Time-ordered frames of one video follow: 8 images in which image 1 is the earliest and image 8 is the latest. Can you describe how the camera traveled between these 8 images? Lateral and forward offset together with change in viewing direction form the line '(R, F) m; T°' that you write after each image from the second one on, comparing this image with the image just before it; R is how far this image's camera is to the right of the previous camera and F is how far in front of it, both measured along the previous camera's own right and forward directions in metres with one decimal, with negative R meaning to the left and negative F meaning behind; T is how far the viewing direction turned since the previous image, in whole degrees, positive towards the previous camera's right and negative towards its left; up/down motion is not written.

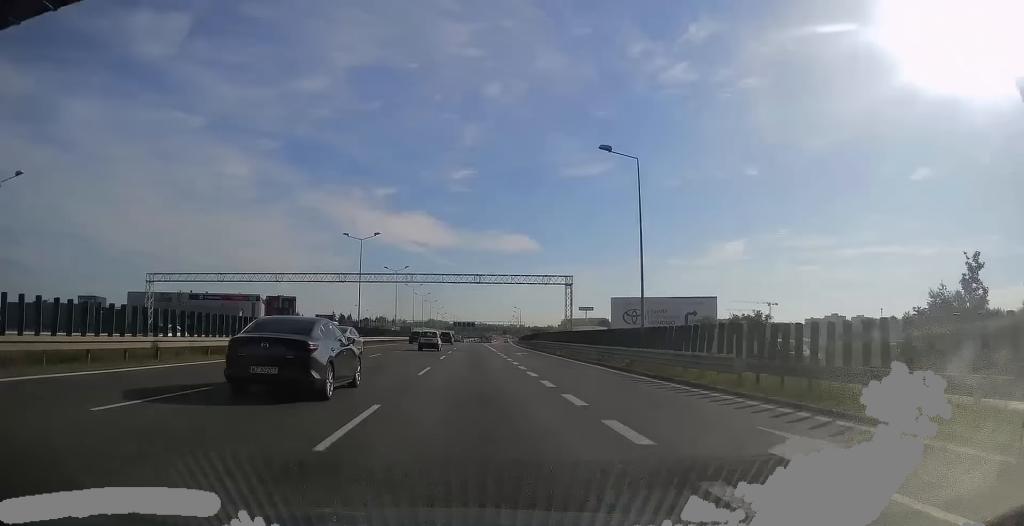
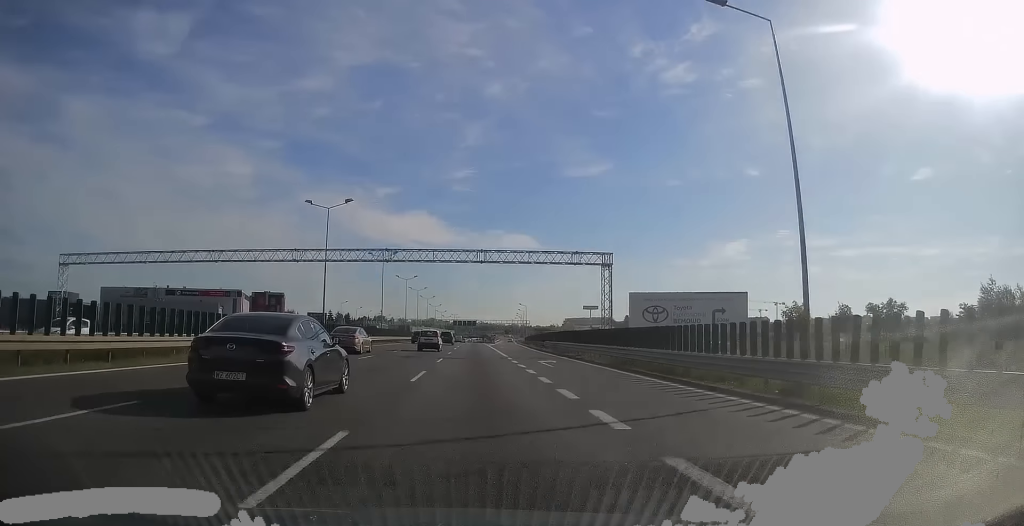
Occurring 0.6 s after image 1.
(0.0, +15.0) m; 0°
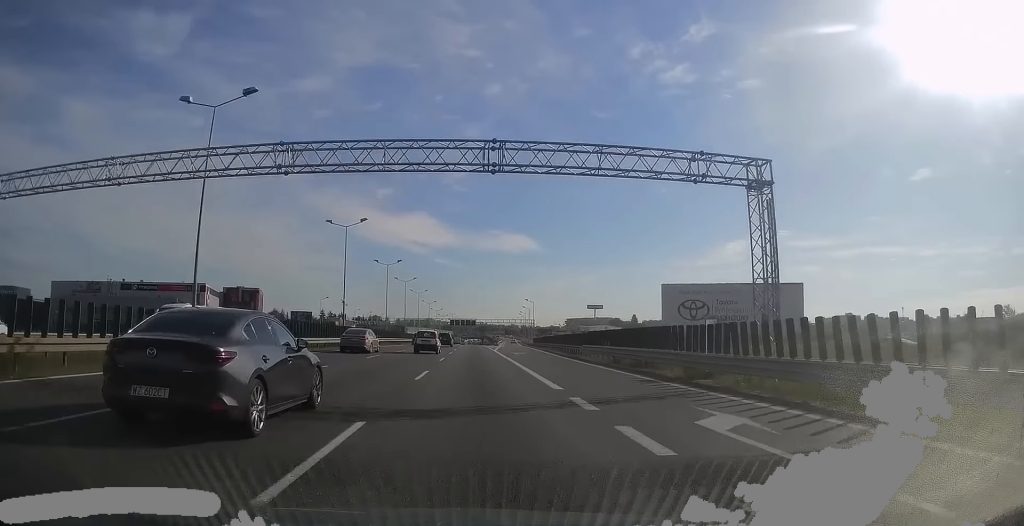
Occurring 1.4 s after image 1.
(0.0, +22.2) m; 0°
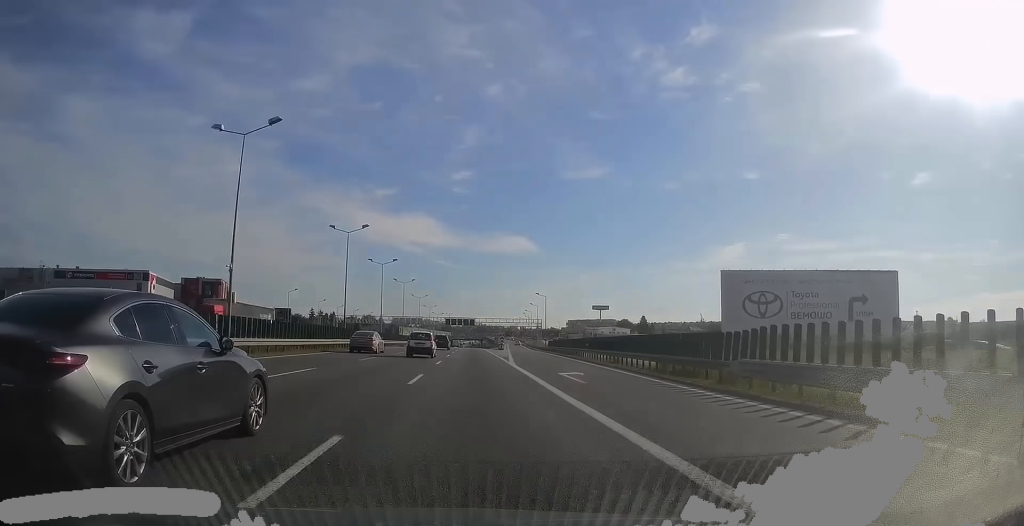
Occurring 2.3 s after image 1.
(+0.1, +24.8) m; 0°
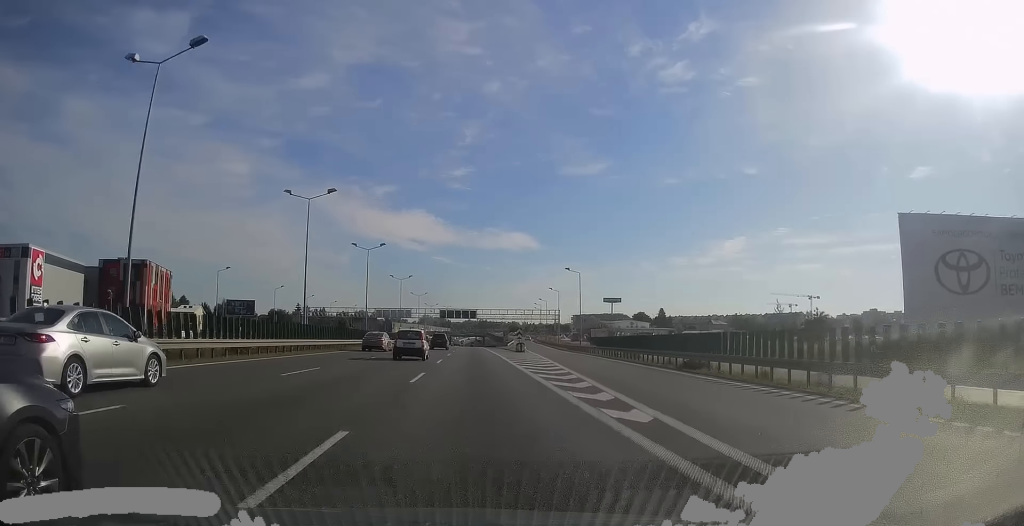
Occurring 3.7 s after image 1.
(+0.1, +36.1) m; 0°
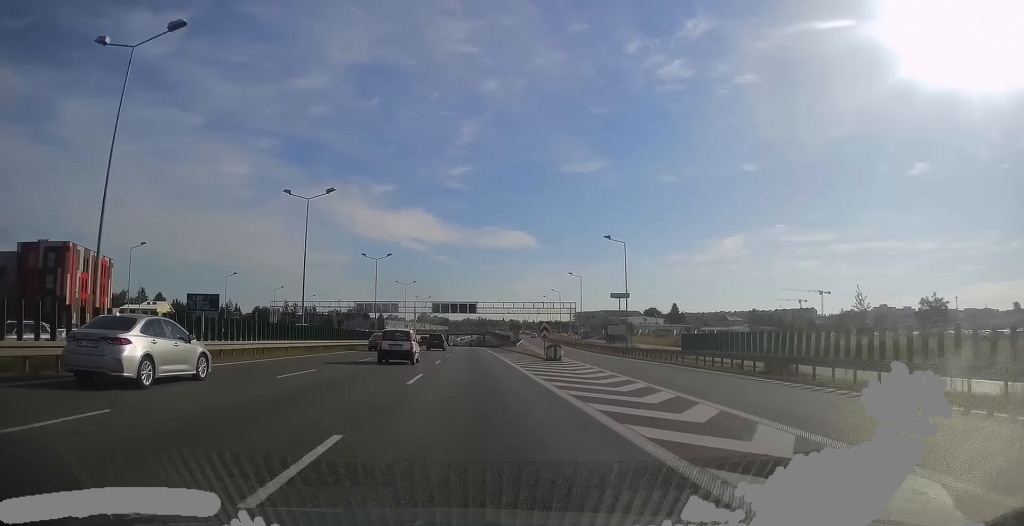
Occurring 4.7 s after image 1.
(-0.1, +25.4) m; 0°
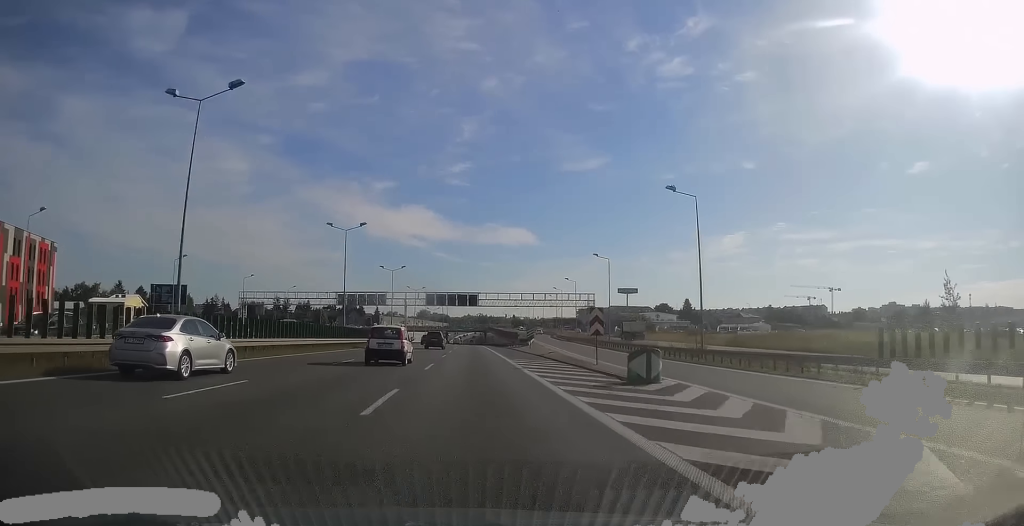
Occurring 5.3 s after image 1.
(-0.1, +17.6) m; 0°
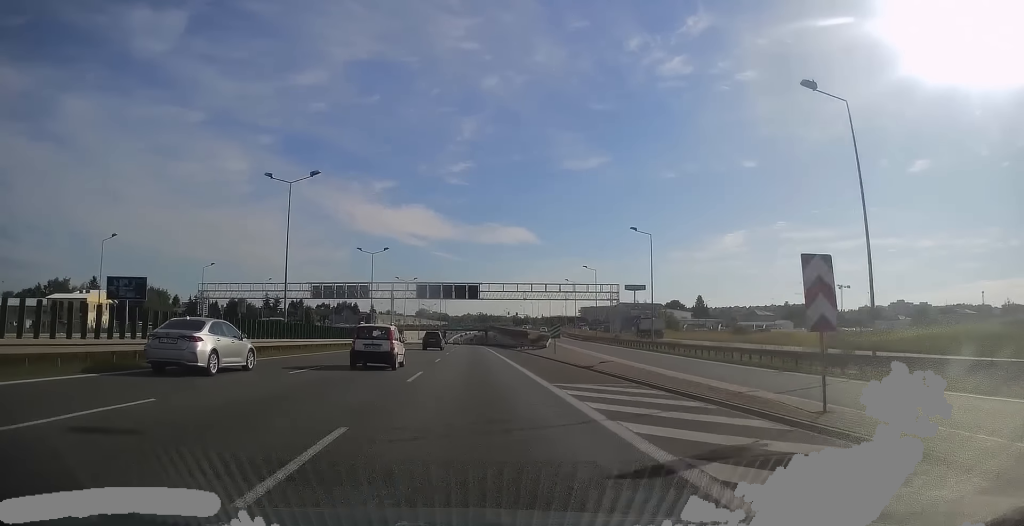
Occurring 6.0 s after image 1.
(0.0, +18.5) m; 0°
